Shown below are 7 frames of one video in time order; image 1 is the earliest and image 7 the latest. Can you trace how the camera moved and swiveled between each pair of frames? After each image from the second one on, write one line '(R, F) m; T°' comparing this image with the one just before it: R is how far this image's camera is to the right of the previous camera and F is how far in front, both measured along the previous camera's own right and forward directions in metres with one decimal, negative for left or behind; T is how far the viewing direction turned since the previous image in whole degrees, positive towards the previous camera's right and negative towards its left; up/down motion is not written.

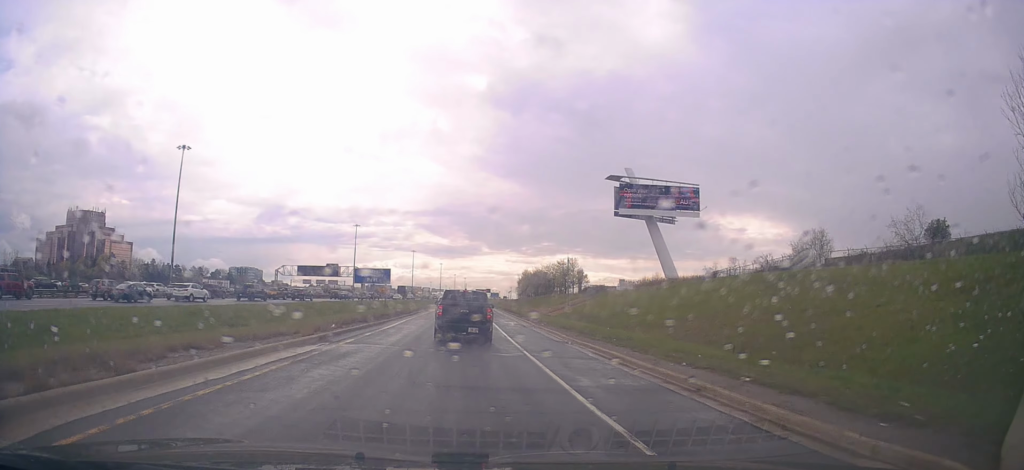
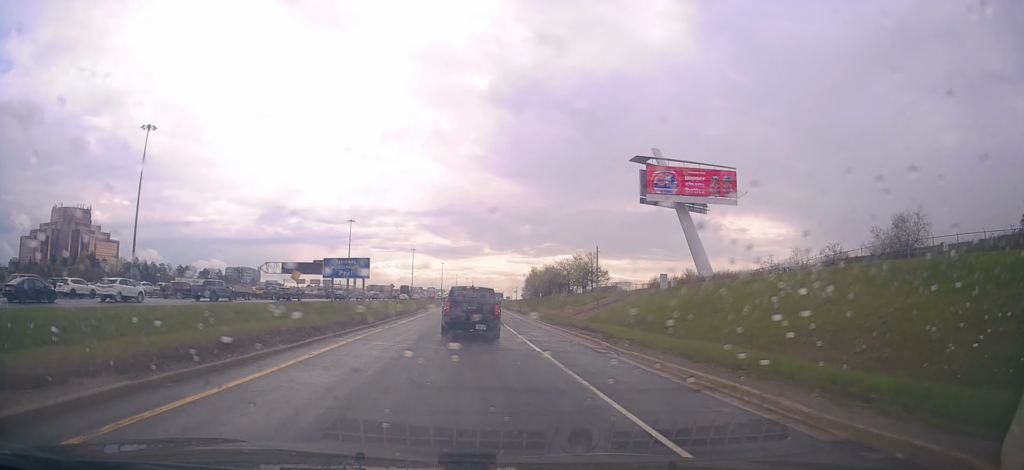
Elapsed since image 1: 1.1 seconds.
(-0.4, +17.5) m; +1°
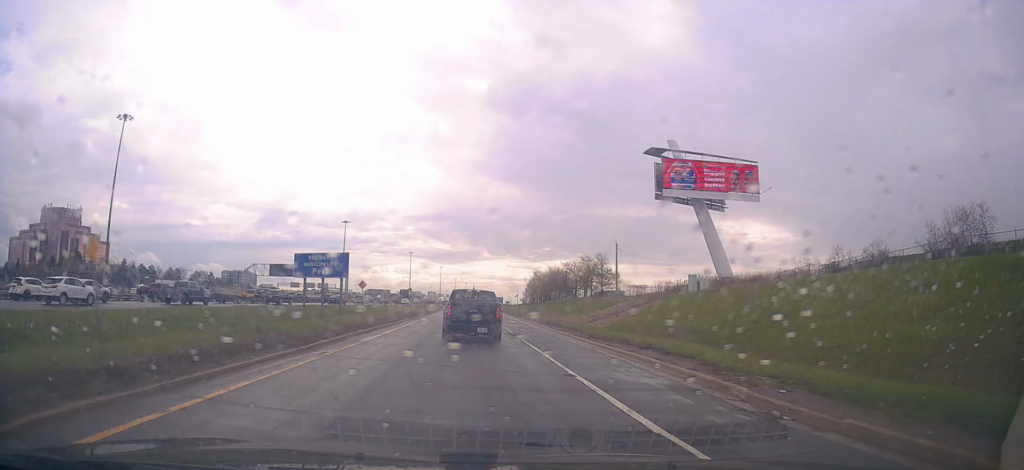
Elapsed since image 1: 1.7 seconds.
(+0.4, +8.9) m; +2°
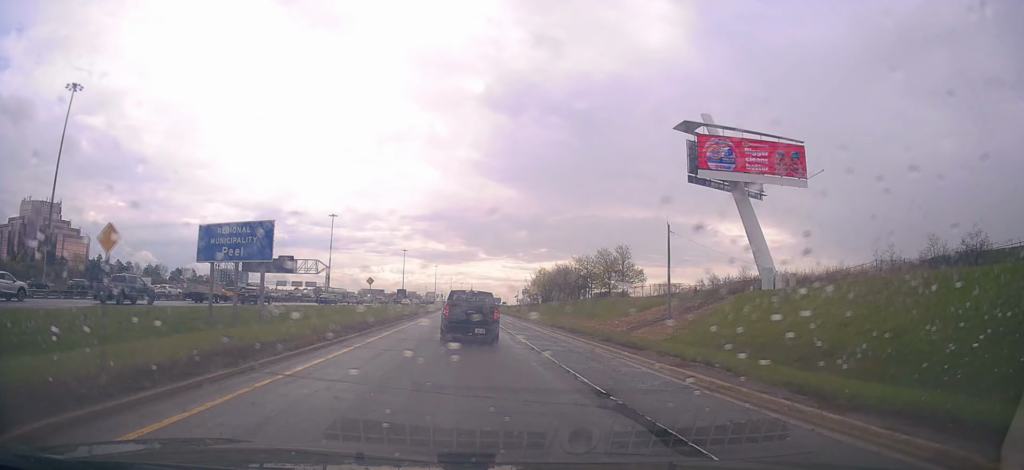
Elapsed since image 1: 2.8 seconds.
(+0.5, +16.7) m; -1°
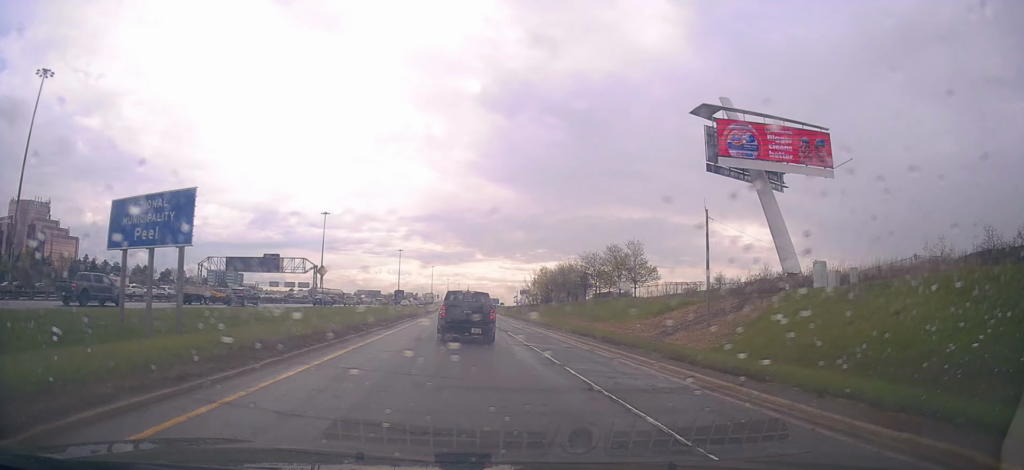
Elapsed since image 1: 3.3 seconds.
(0.0, +7.6) m; -1°
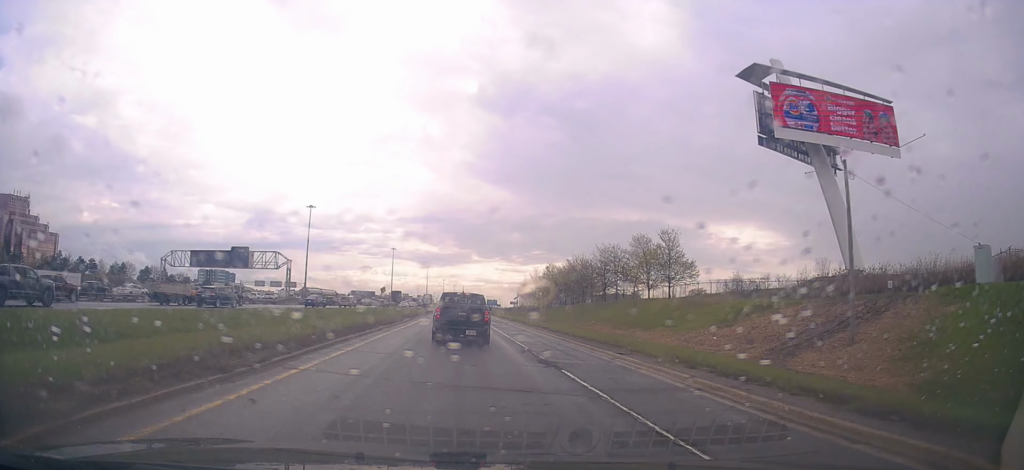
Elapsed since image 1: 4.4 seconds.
(-0.8, +15.4) m; -1°
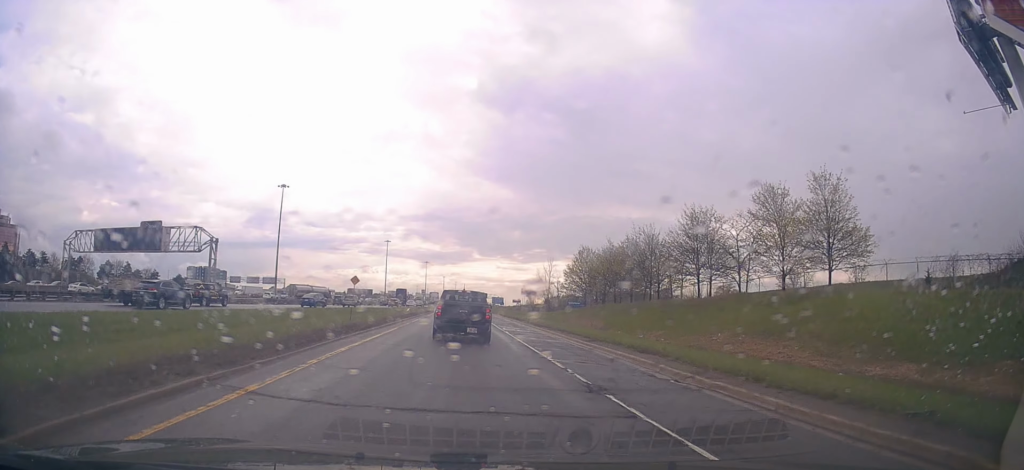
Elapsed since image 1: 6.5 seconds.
(+0.6, +32.2) m; +2°
